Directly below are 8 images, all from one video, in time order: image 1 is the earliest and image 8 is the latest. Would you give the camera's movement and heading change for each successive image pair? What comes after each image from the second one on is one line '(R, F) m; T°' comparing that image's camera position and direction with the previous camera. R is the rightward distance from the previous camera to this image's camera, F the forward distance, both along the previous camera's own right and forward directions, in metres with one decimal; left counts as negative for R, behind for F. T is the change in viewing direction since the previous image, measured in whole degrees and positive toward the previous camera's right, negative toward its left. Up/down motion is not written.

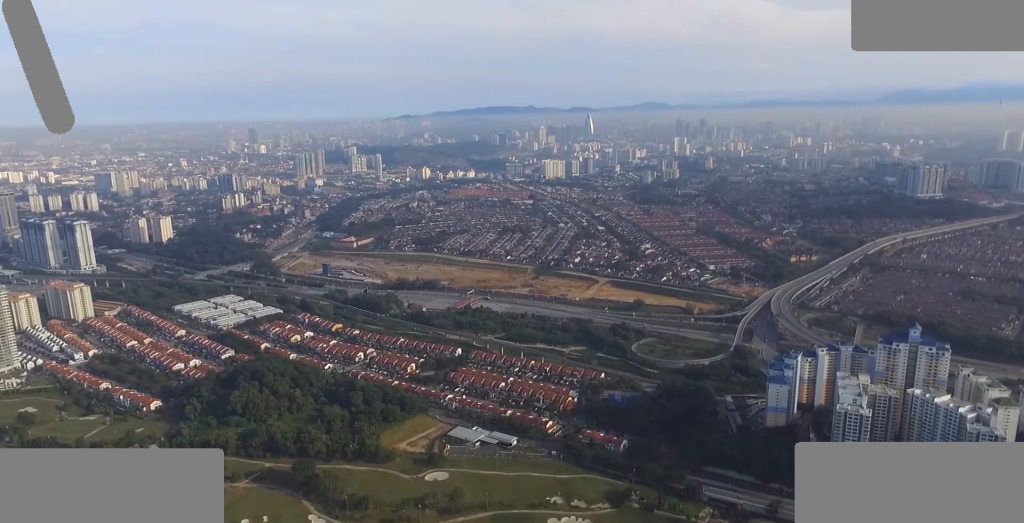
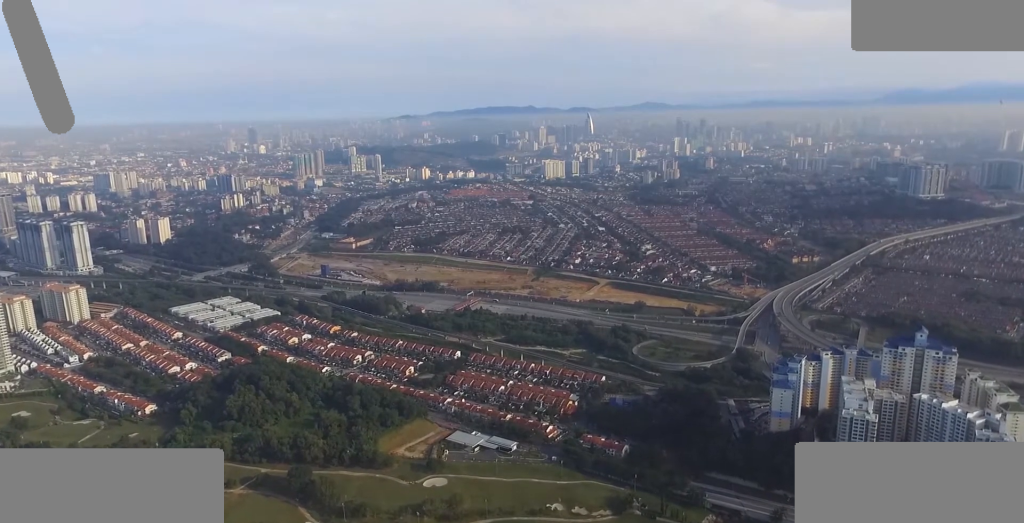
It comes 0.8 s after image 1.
(-0.1, +10.7) m; 0°
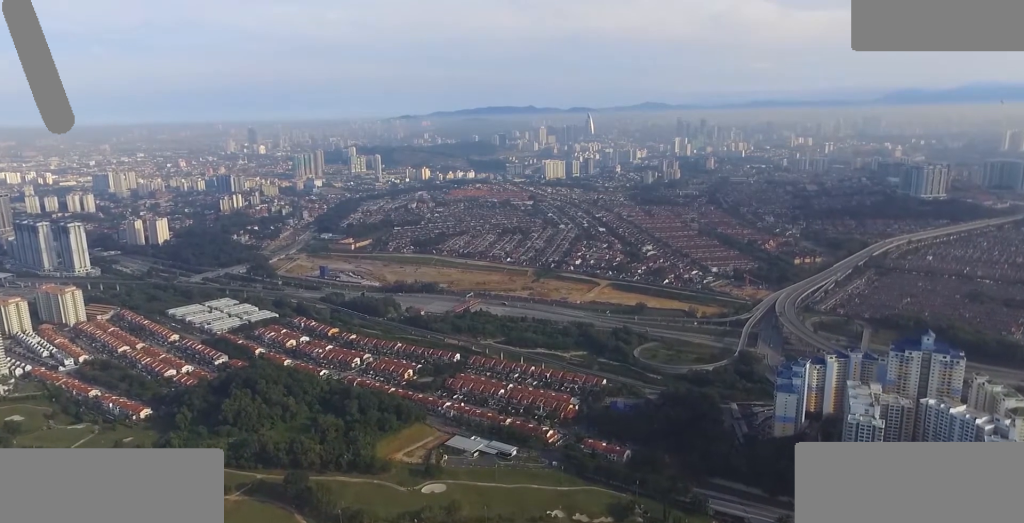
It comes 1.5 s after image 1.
(0.0, +10.7) m; 0°
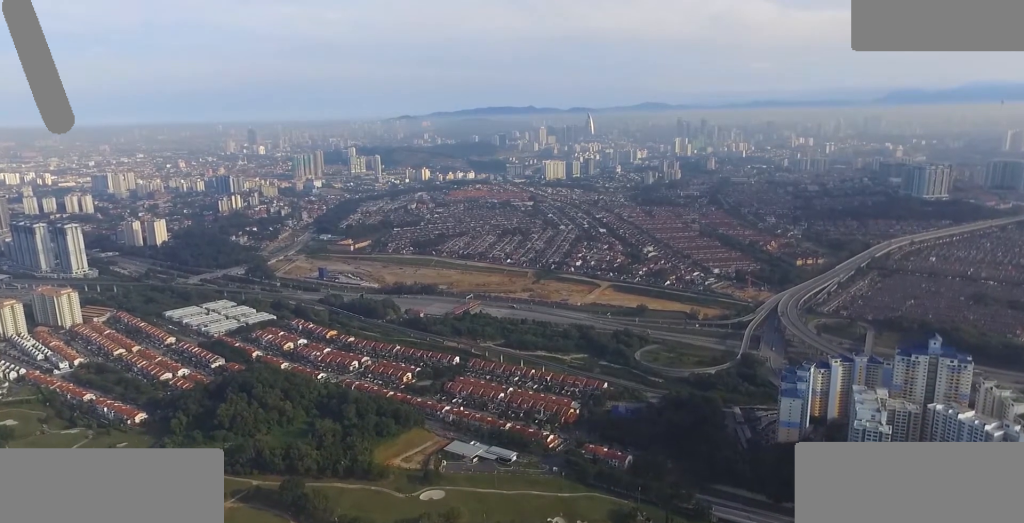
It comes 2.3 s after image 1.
(0.0, +10.6) m; 0°
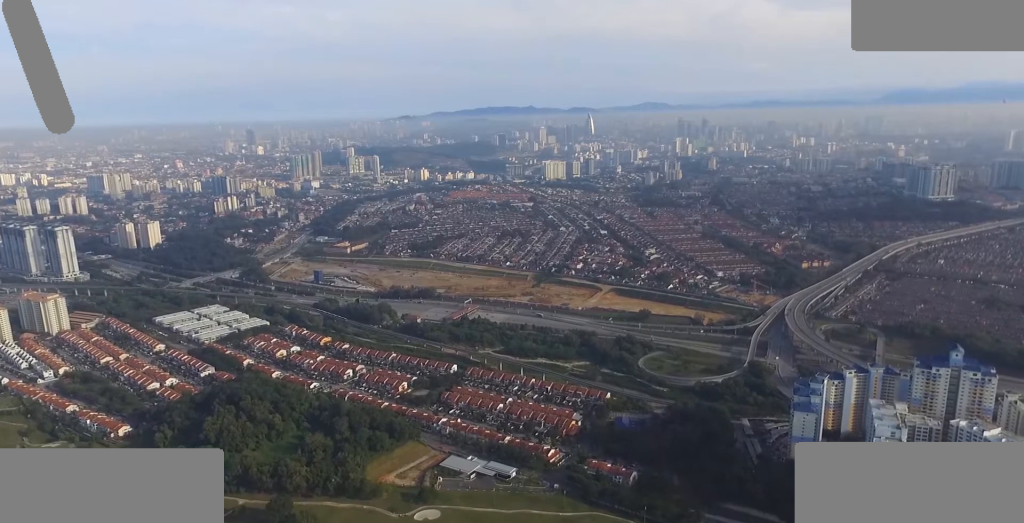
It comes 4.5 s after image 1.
(0.0, +30.6) m; 0°
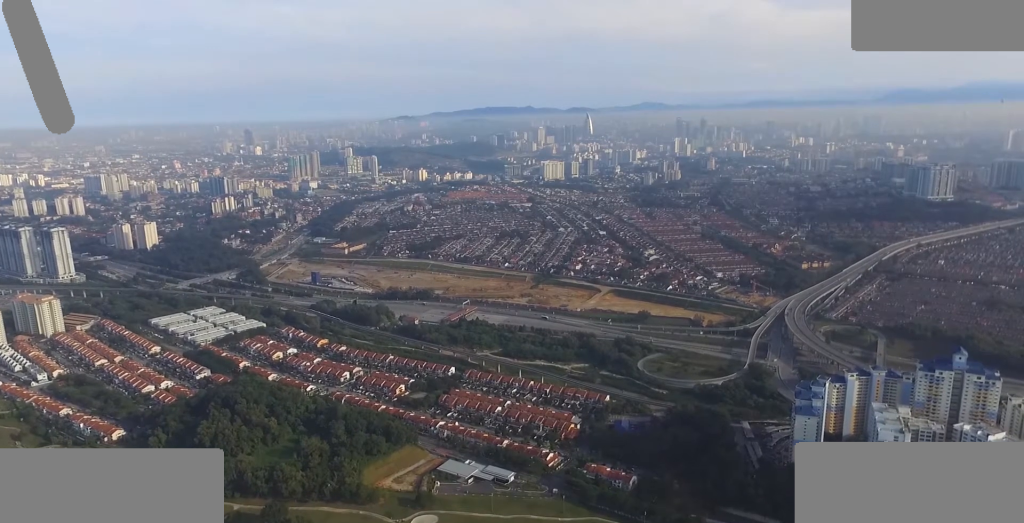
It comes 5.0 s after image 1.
(0.0, +7.8) m; 0°
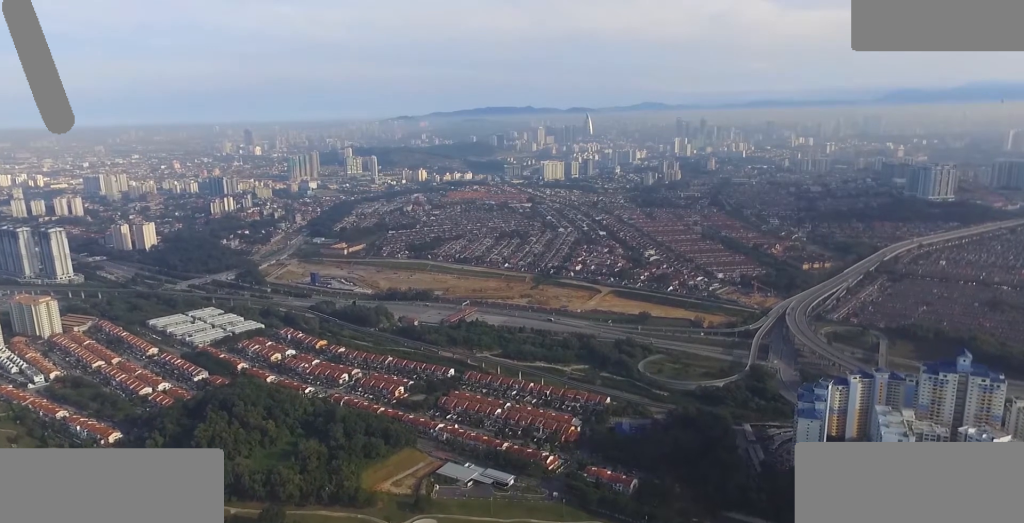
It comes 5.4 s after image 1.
(0.0, +5.5) m; 0°
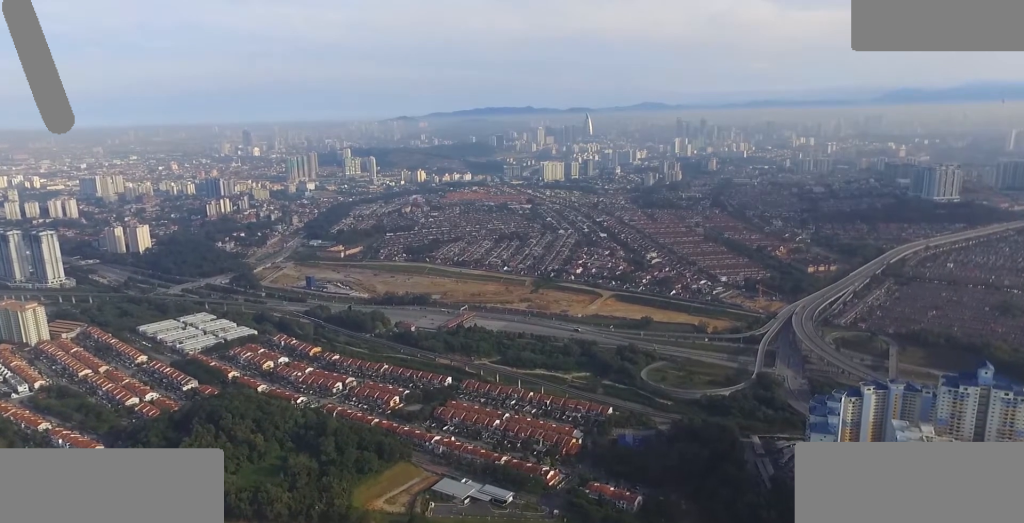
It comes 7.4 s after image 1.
(+0.1, +27.7) m; 0°
